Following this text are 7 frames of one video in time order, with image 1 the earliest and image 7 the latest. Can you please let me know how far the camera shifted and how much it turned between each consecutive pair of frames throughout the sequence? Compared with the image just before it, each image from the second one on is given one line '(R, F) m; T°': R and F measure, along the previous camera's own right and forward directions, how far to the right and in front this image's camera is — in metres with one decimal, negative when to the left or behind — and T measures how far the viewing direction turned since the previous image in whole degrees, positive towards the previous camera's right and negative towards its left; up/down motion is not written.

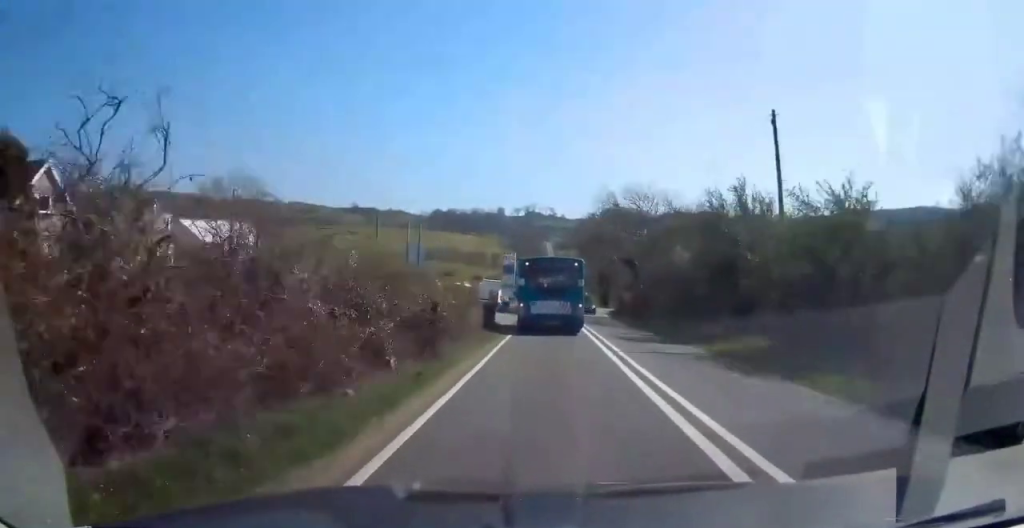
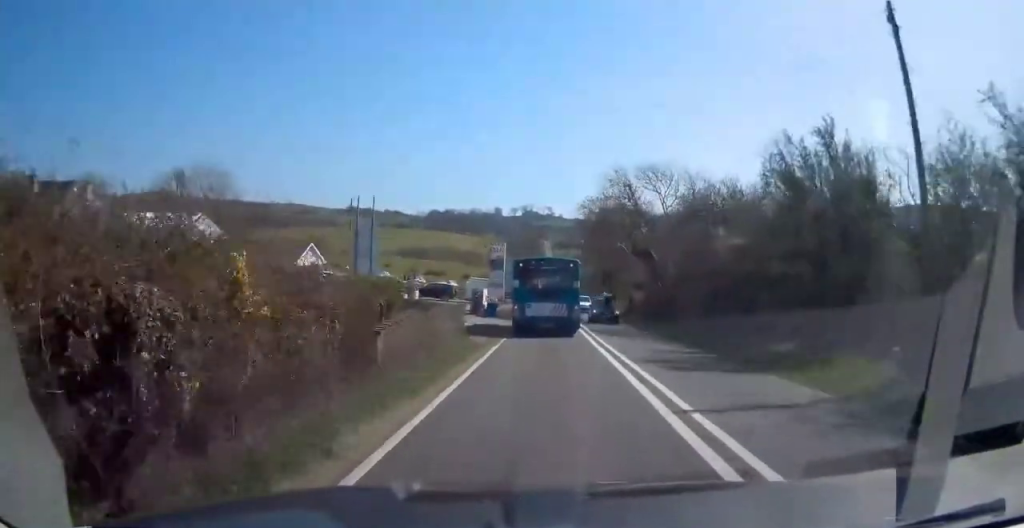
(-0.2, +10.0) m; 0°
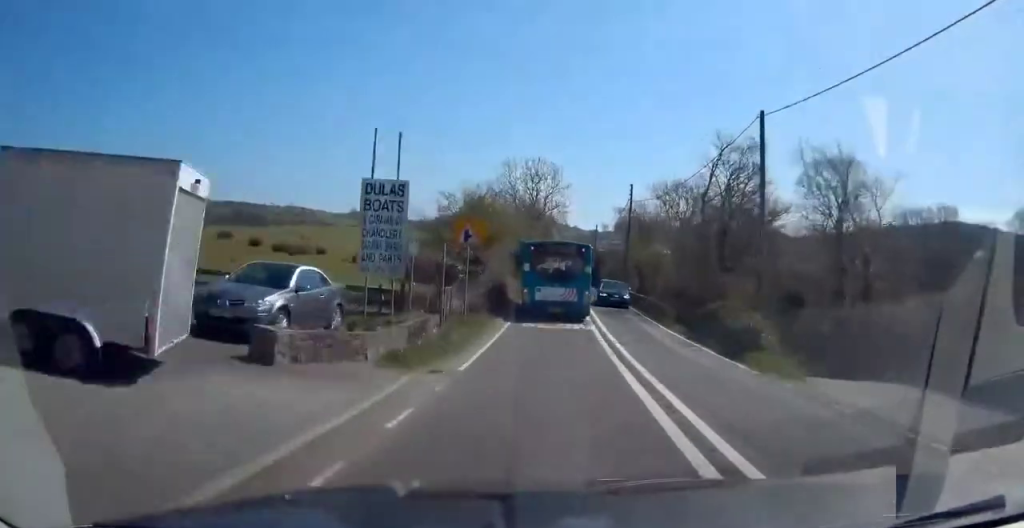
(+2.0, +61.3) m; -2°
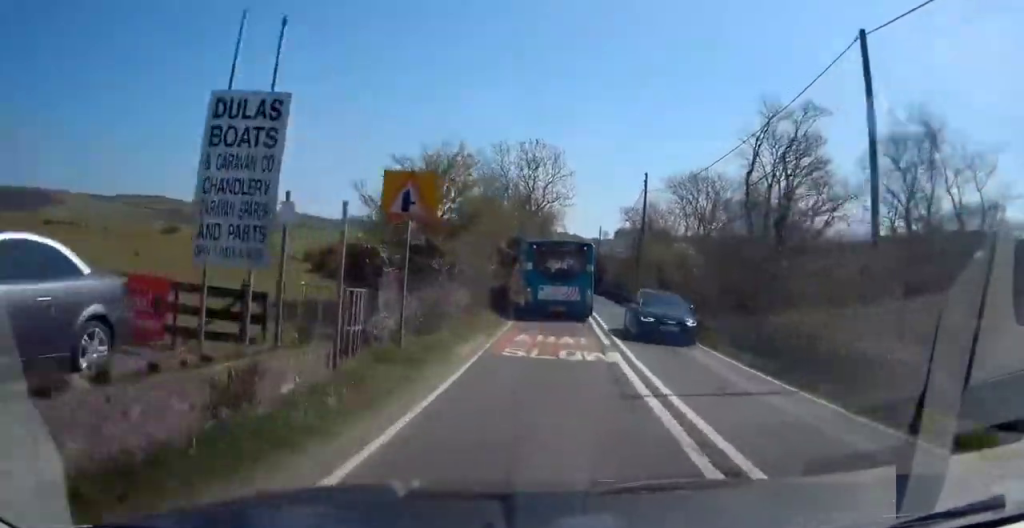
(-1.0, +8.2) m; -2°
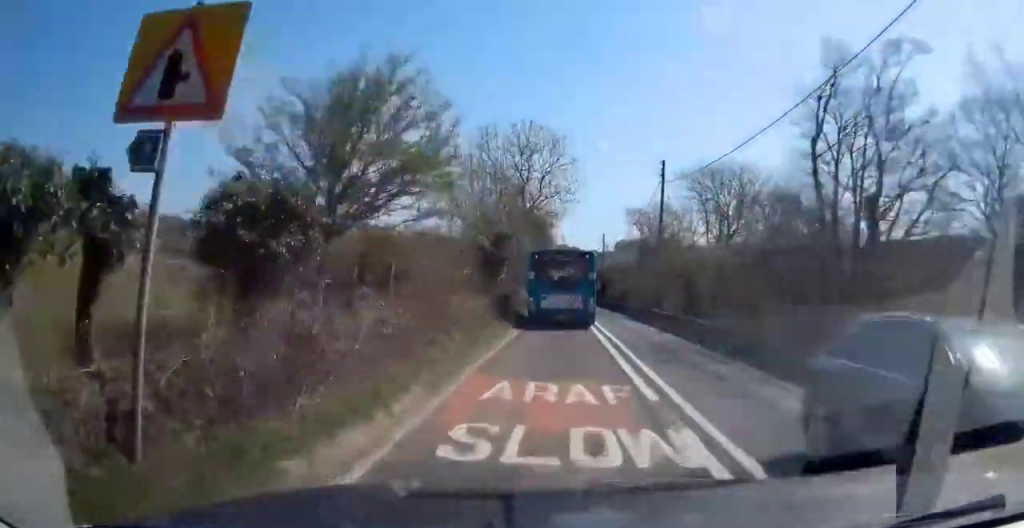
(-0.5, +7.6) m; -2°
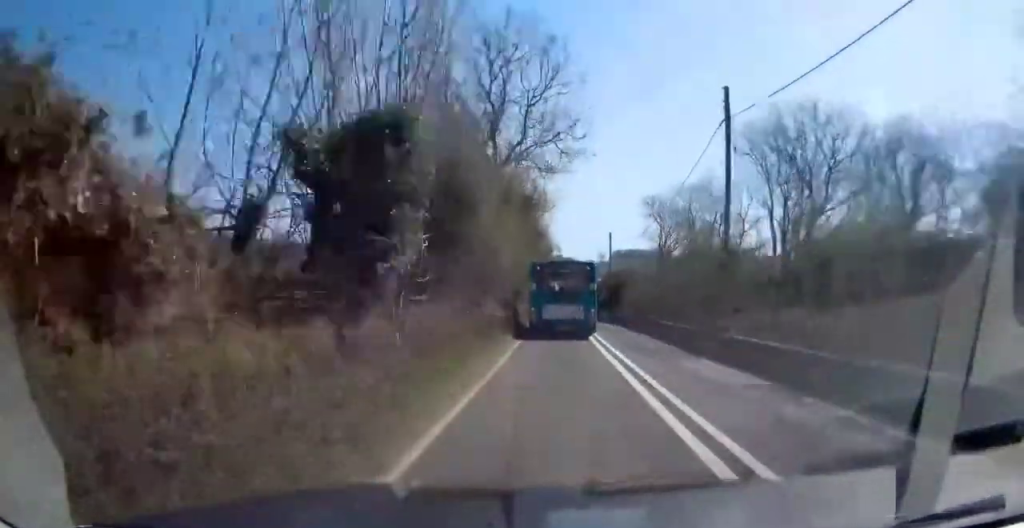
(+0.7, +15.0) m; +3°
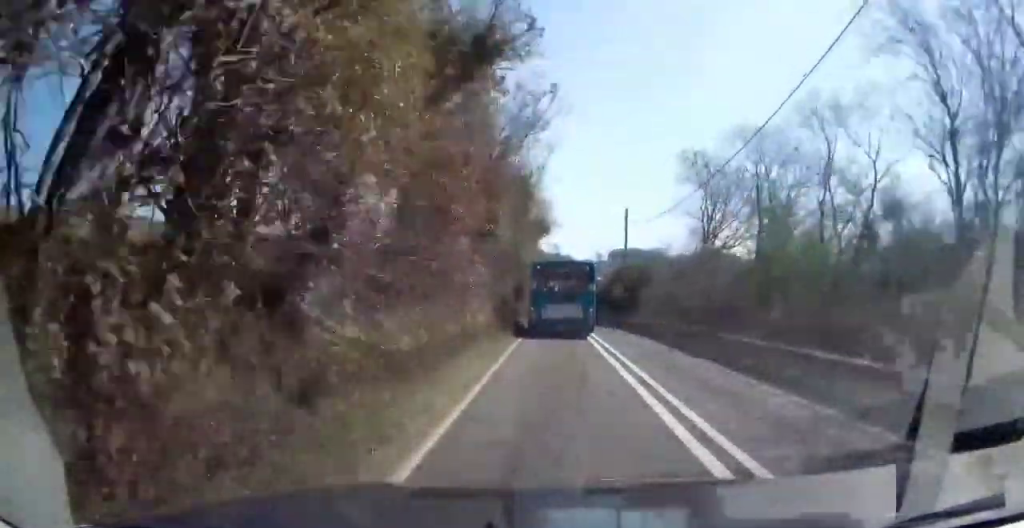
(0.0, +16.4) m; 0°
